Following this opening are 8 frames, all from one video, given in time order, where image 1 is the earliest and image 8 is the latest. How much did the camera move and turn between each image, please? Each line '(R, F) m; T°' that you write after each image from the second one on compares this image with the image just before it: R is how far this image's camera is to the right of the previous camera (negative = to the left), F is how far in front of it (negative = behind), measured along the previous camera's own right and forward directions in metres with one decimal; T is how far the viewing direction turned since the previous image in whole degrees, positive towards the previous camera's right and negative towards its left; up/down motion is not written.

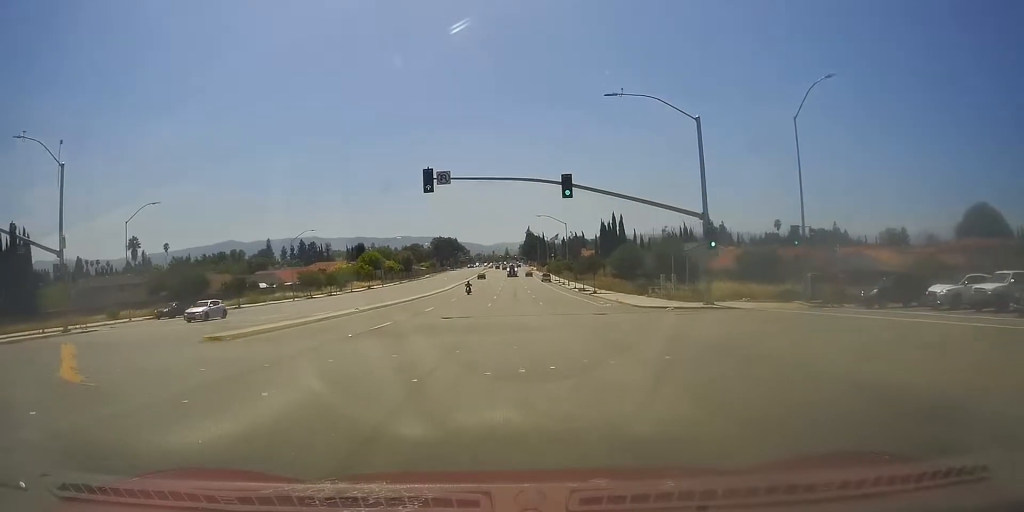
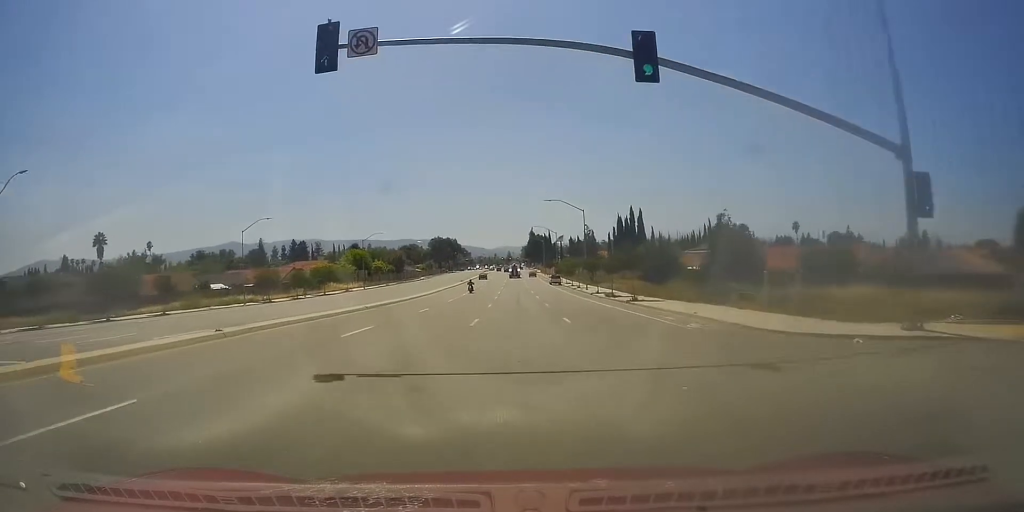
(-0.1, +18.9) m; 0°
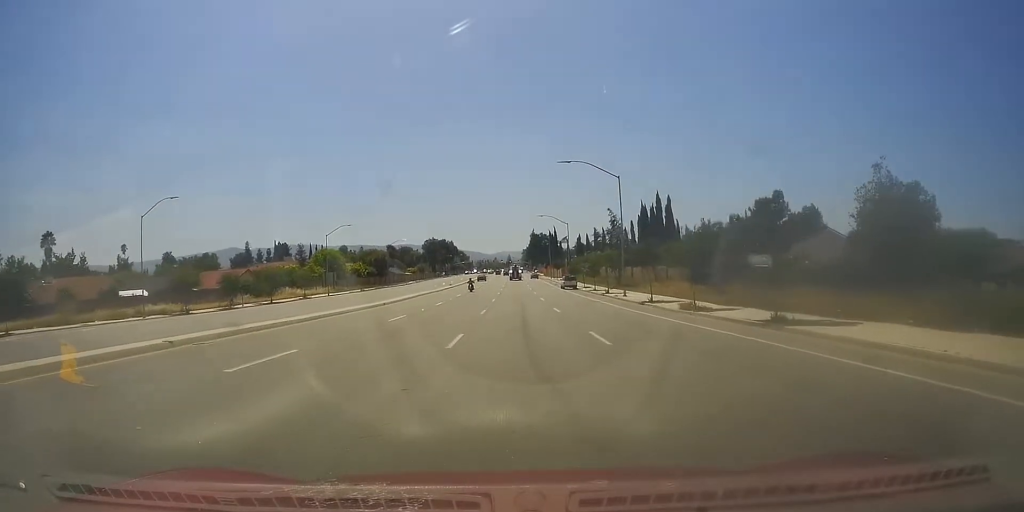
(0.0, +23.2) m; 0°
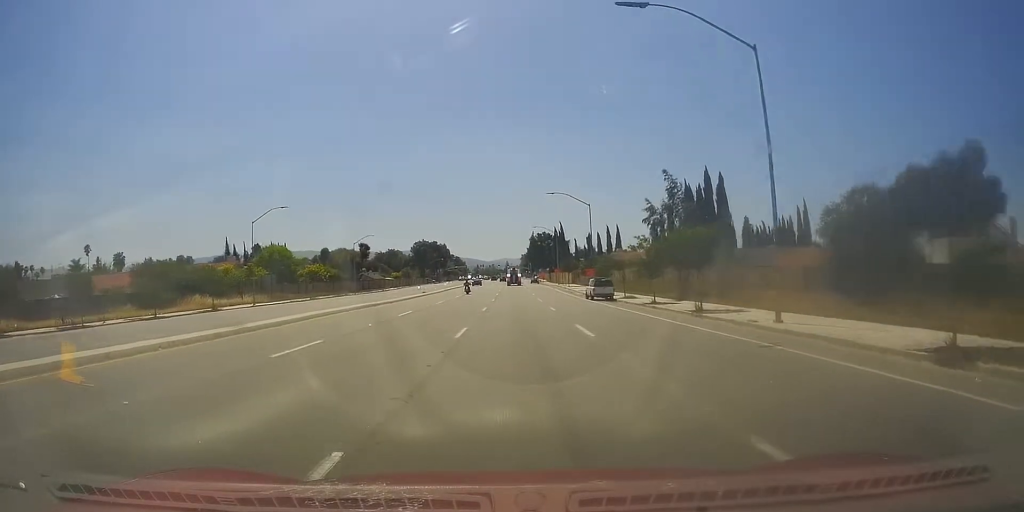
(0.0, +27.9) m; 0°
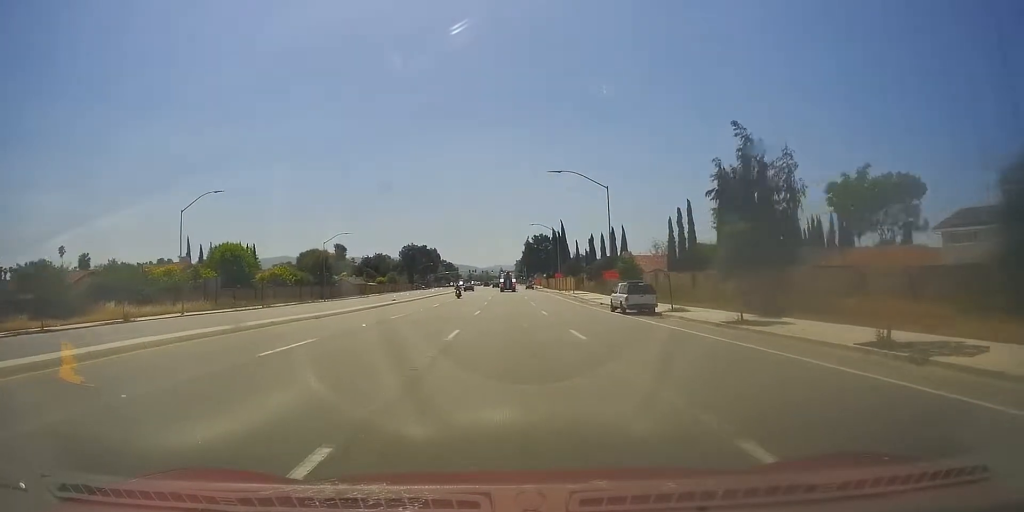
(-0.1, +15.5) m; 0°
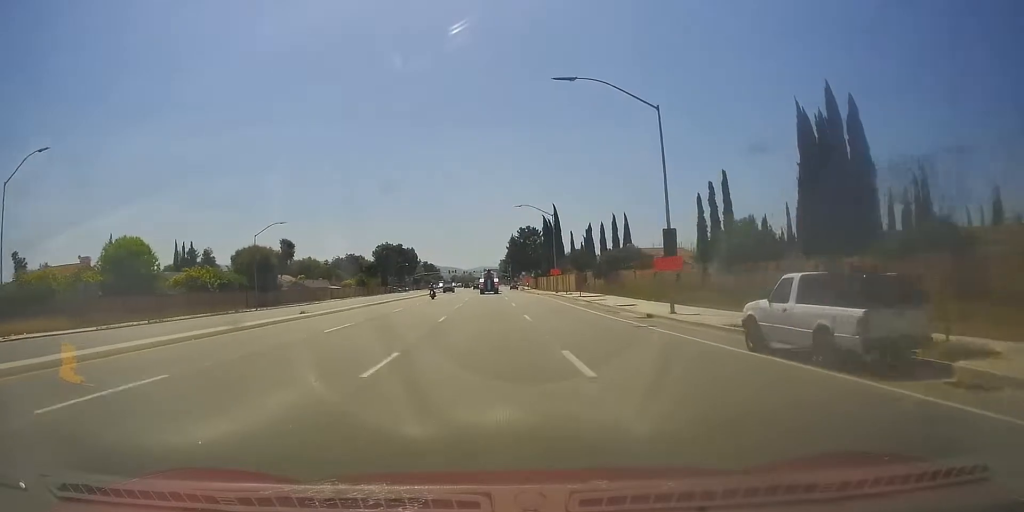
(+0.2, +22.8) m; +2°
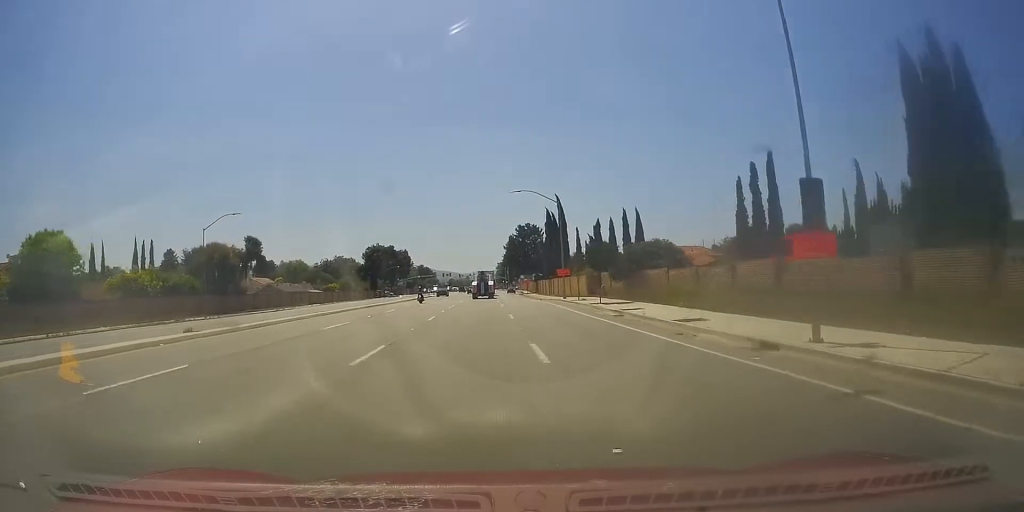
(+0.4, +13.7) m; 0°
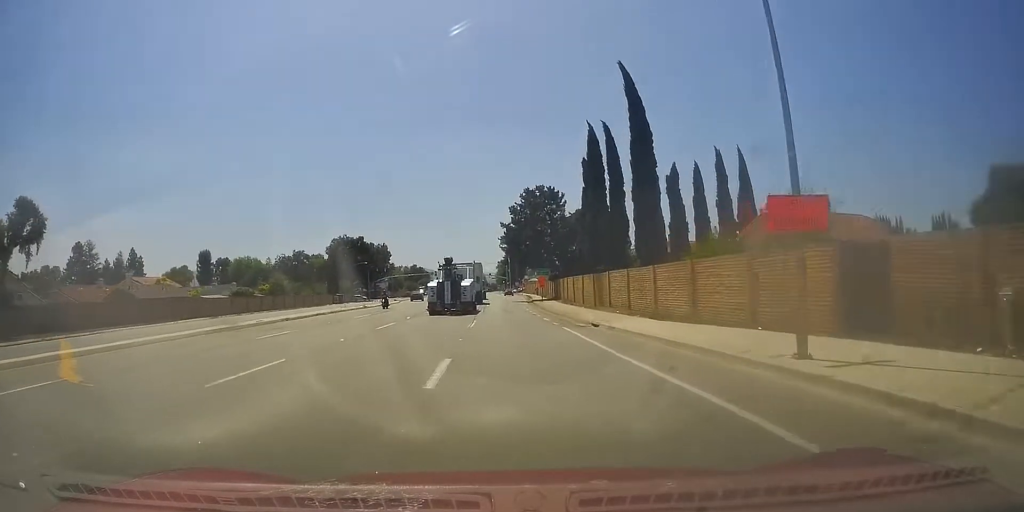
(+0.5, +48.2) m; +1°
